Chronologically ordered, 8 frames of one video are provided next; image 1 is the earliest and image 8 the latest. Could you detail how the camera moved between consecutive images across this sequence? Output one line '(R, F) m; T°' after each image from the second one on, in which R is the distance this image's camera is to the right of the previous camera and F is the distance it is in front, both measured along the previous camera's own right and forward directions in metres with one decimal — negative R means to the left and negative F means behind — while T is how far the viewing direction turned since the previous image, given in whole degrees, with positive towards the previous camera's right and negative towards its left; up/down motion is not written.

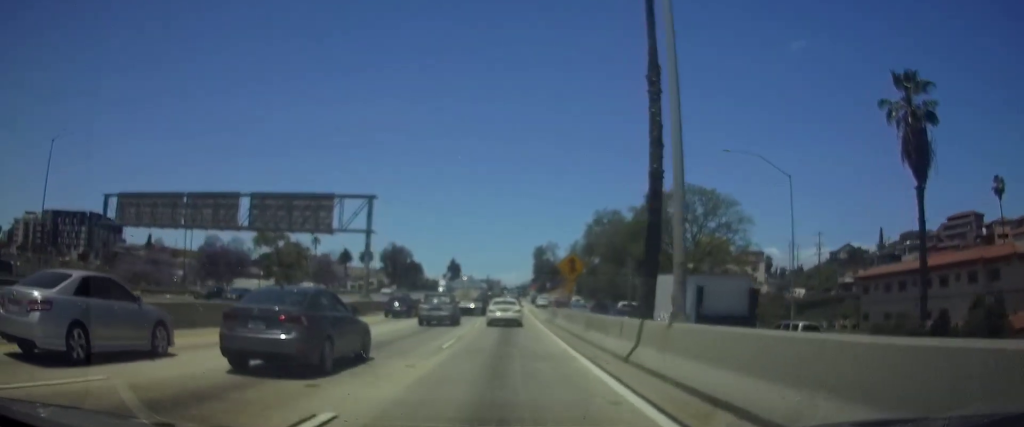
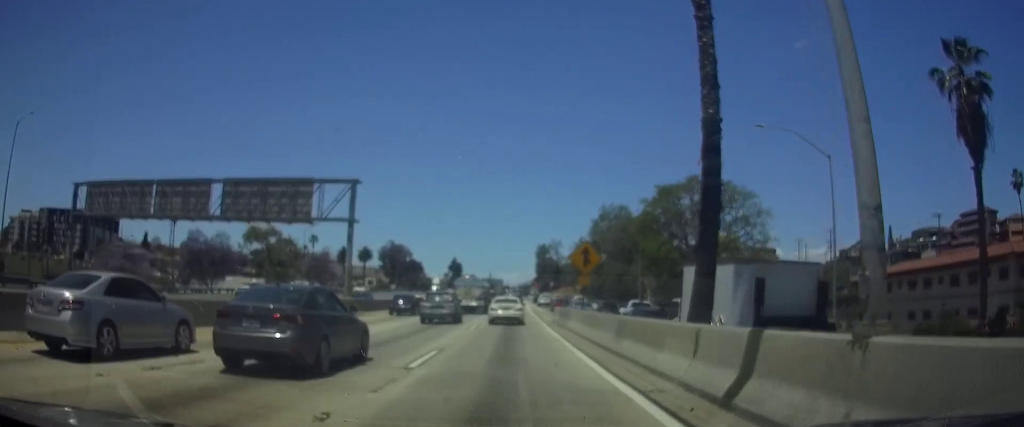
(0.0, +5.7) m; 0°
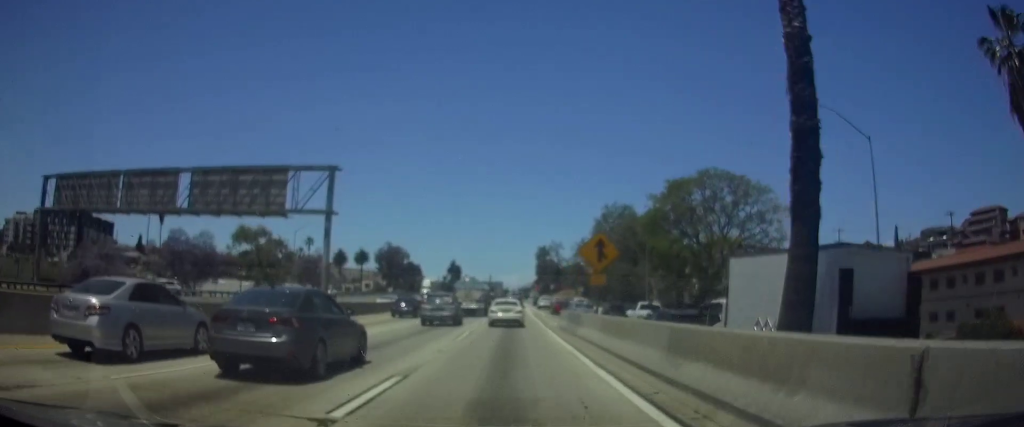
(0.0, +5.1) m; 0°
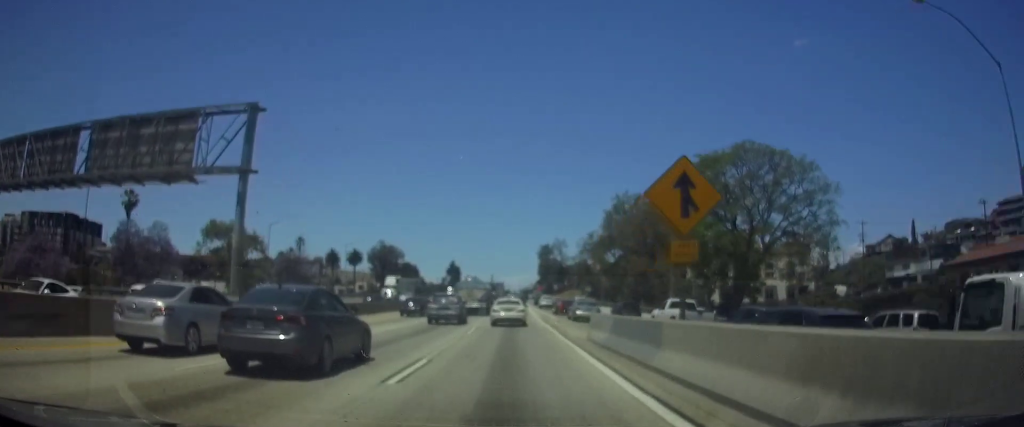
(0.0, +12.4) m; 0°
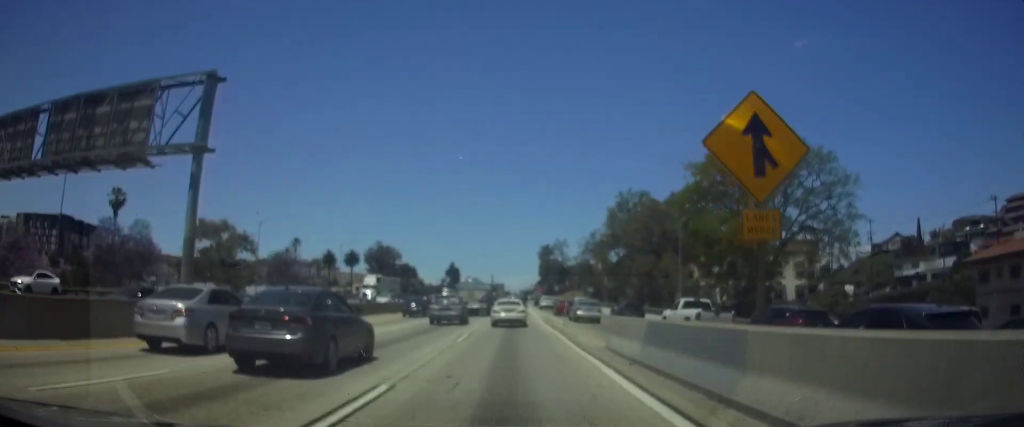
(0.0, +4.1) m; 0°
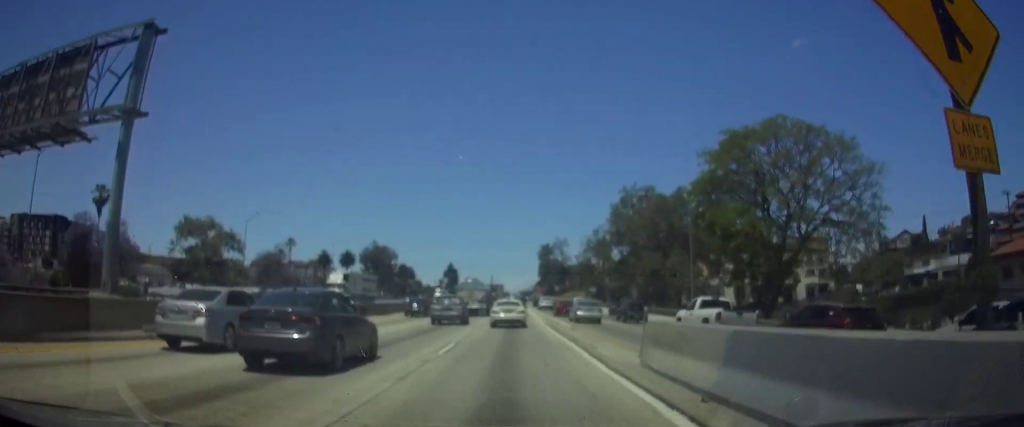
(-0.1, +4.8) m; 0°
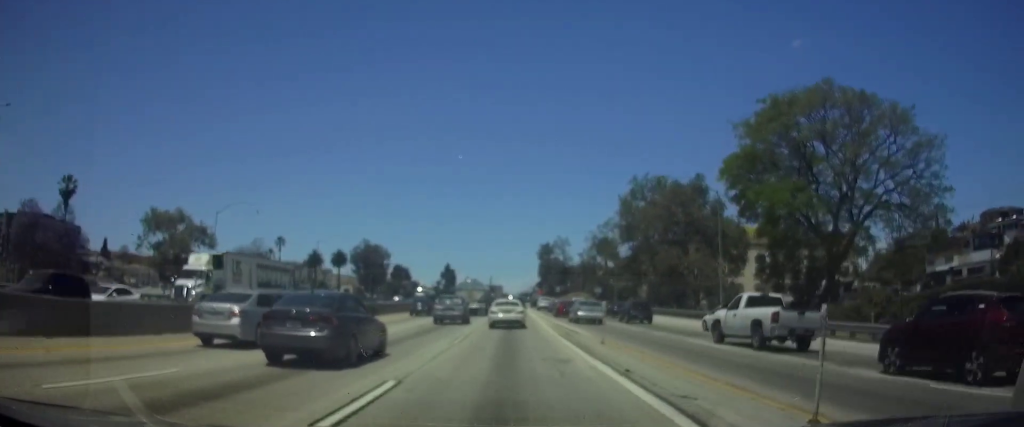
(0.0, +9.6) m; 0°
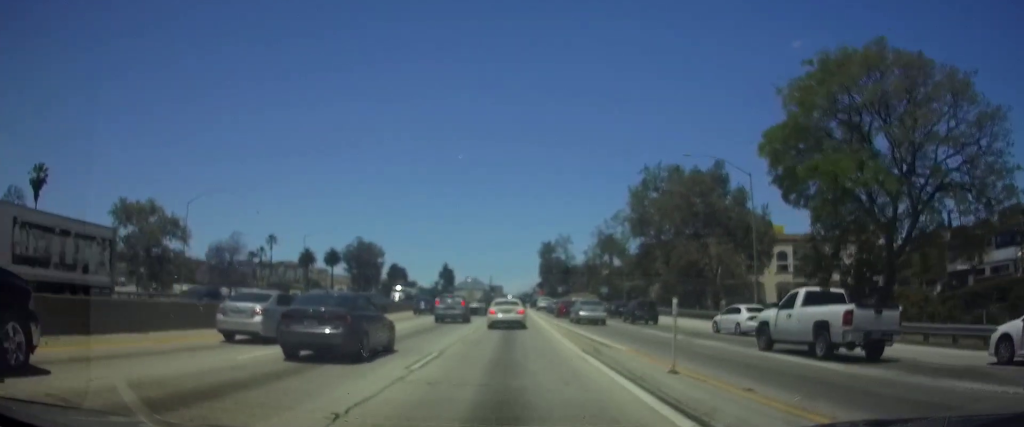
(0.0, +8.0) m; 0°
